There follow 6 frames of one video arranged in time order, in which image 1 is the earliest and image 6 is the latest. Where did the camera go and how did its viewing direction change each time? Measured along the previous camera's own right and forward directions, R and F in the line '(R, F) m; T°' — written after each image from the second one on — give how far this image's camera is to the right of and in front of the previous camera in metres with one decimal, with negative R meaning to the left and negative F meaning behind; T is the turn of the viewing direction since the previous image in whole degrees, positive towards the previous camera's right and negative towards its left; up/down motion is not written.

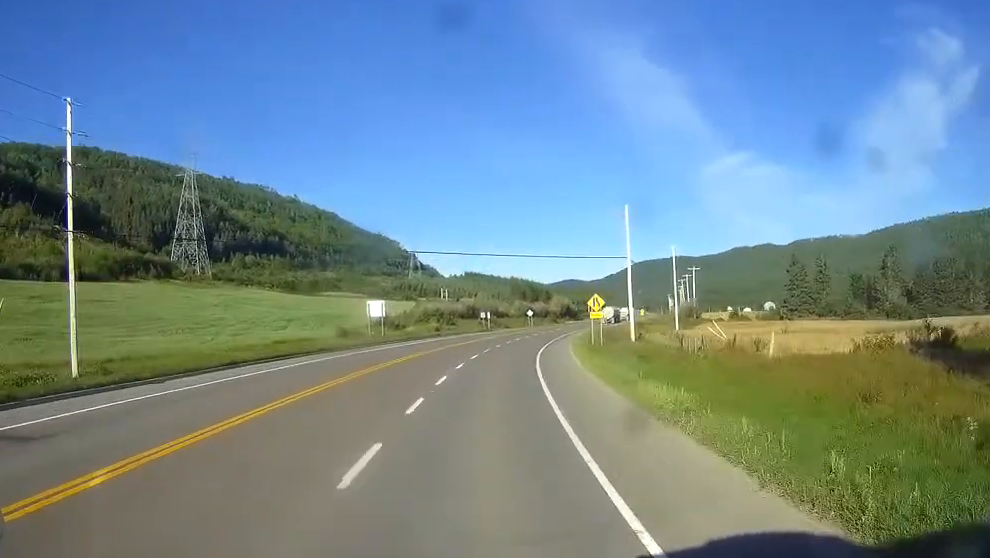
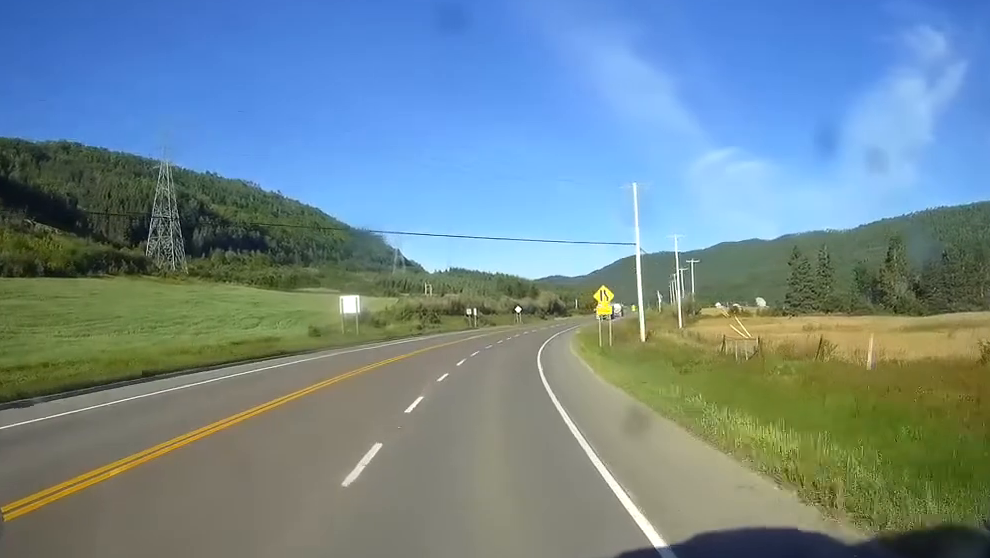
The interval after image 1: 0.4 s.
(0.0, +9.2) m; +1°
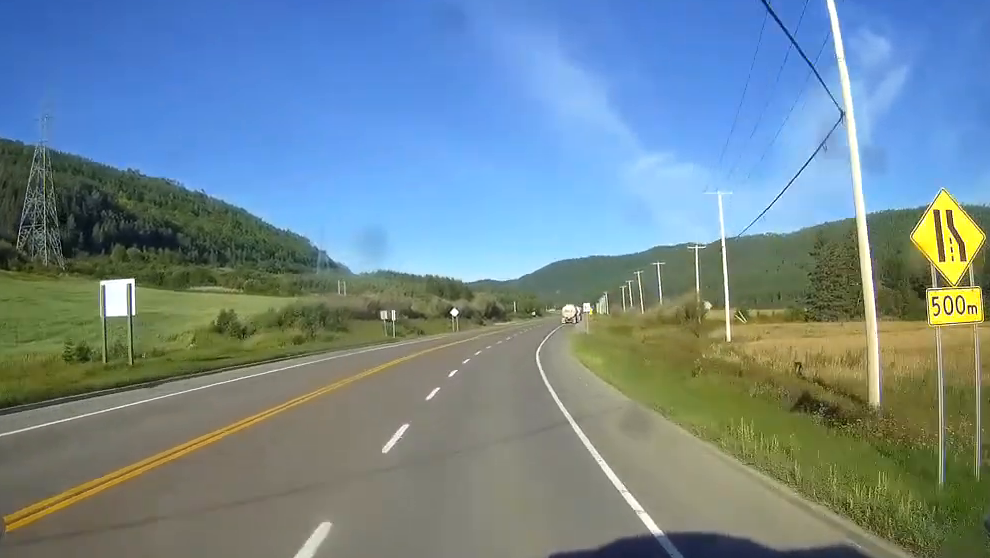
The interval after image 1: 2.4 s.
(+1.4, +41.9) m; +5°
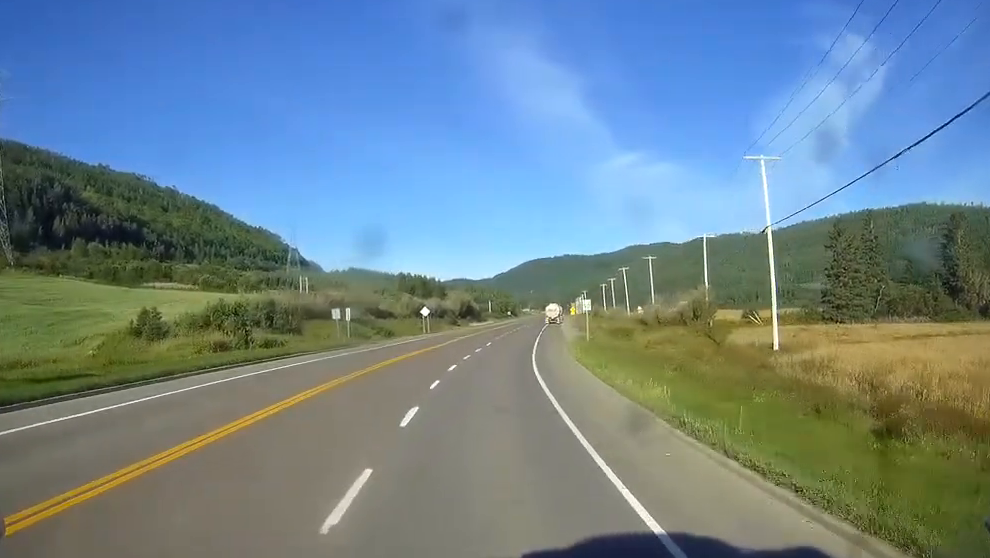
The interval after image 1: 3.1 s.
(+0.3, +15.0) m; +2°
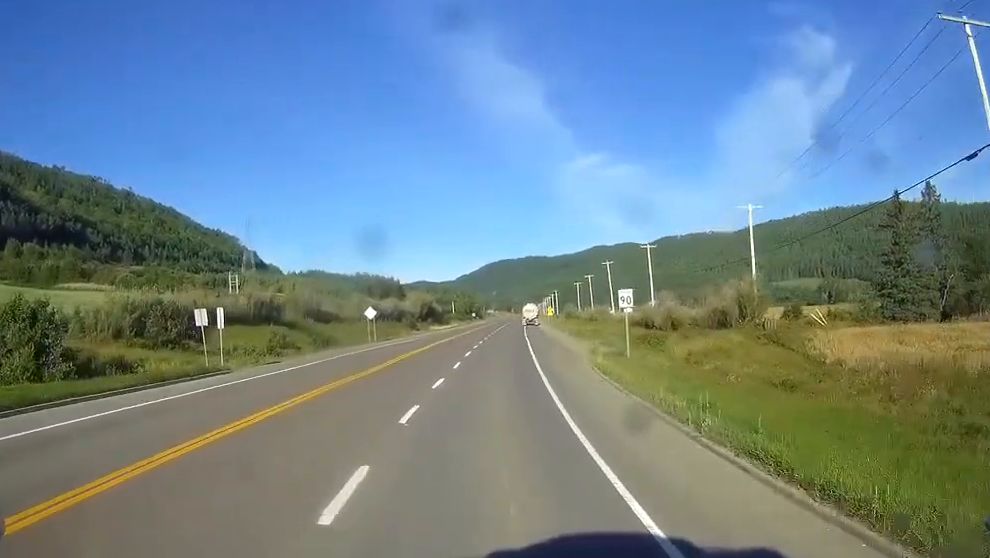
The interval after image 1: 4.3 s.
(+0.7, +26.5) m; +2°
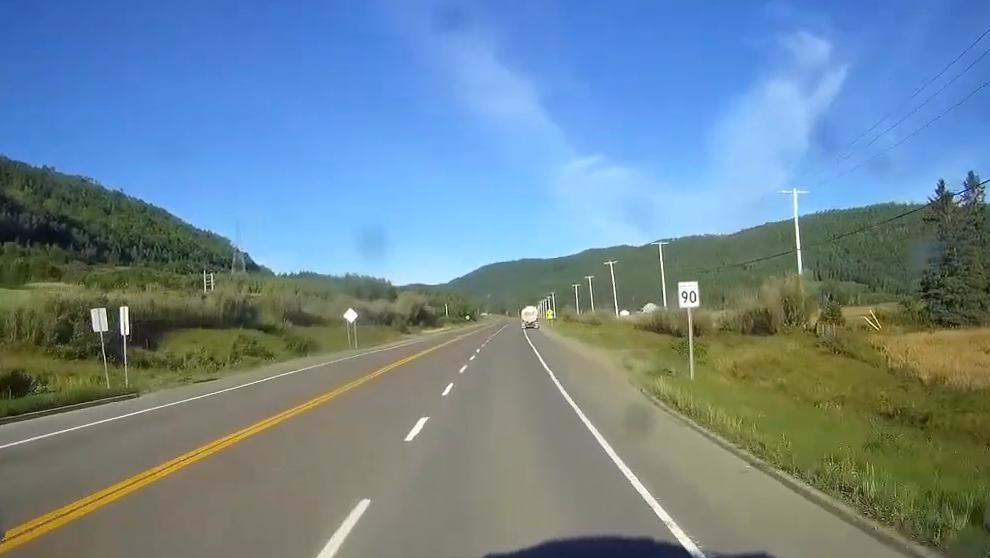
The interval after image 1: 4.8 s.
(+0.1, +10.8) m; +1°
